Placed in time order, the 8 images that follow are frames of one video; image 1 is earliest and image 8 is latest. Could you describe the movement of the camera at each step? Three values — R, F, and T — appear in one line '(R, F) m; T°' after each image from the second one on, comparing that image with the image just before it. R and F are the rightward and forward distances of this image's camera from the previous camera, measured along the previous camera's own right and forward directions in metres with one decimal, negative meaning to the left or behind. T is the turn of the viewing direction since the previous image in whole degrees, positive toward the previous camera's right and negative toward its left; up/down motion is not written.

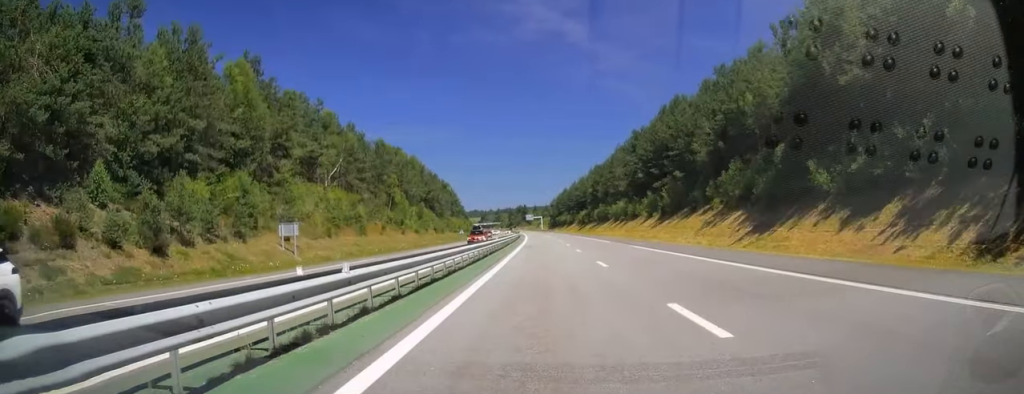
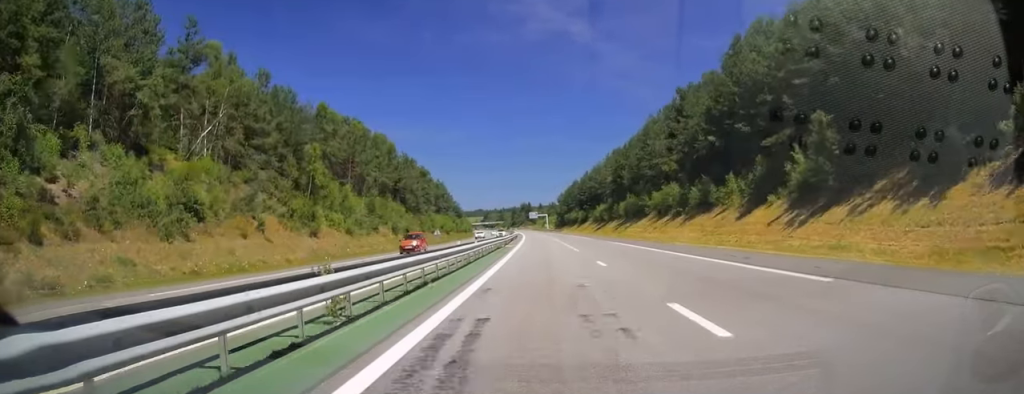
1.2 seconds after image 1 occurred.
(0.0, +39.2) m; 0°
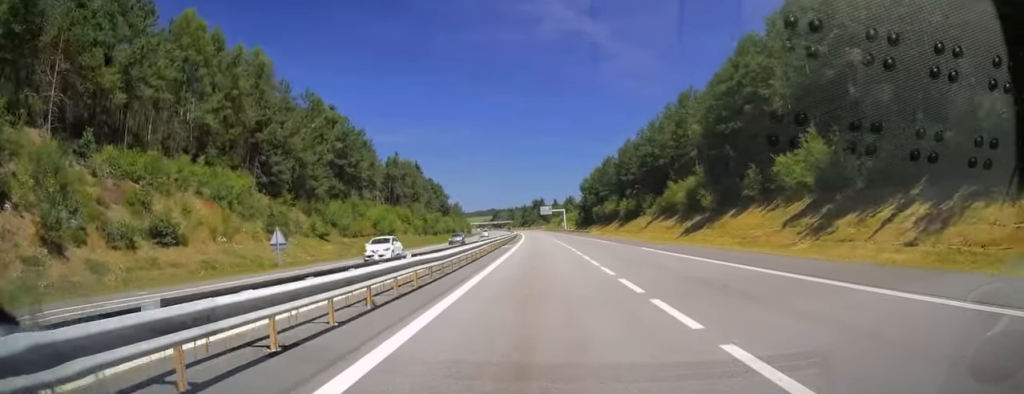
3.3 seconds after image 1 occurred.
(-0.1, +68.5) m; -1°
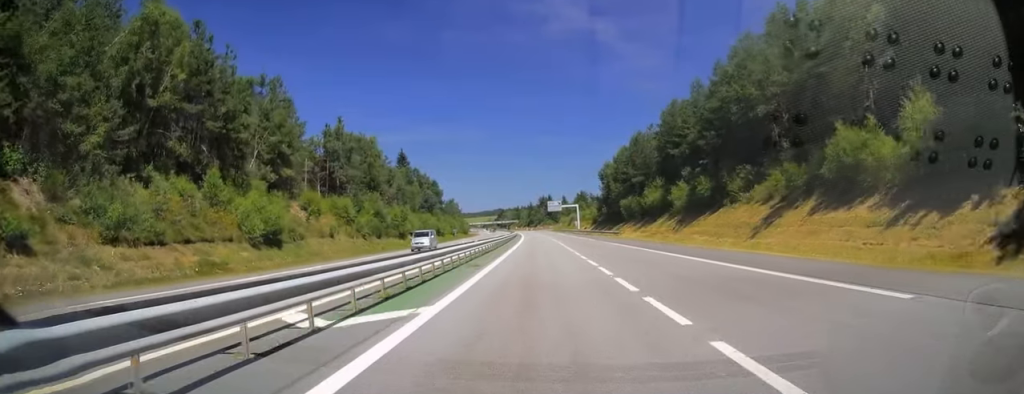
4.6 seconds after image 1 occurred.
(-0.8, +38.6) m; -1°
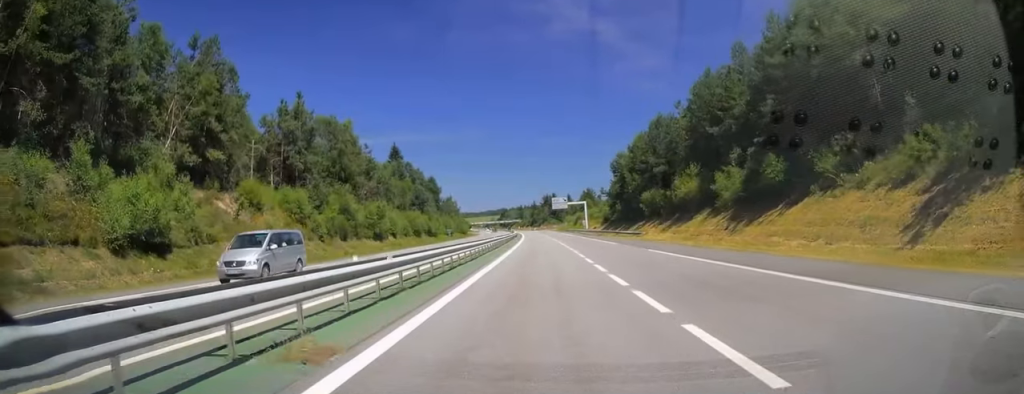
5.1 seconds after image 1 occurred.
(+0.1, +16.1) m; 0°
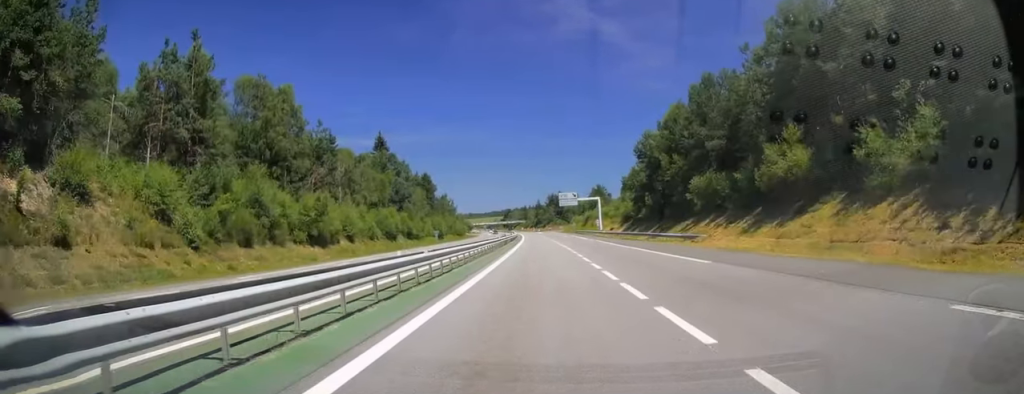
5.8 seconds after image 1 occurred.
(+0.2, +24.1) m; 0°
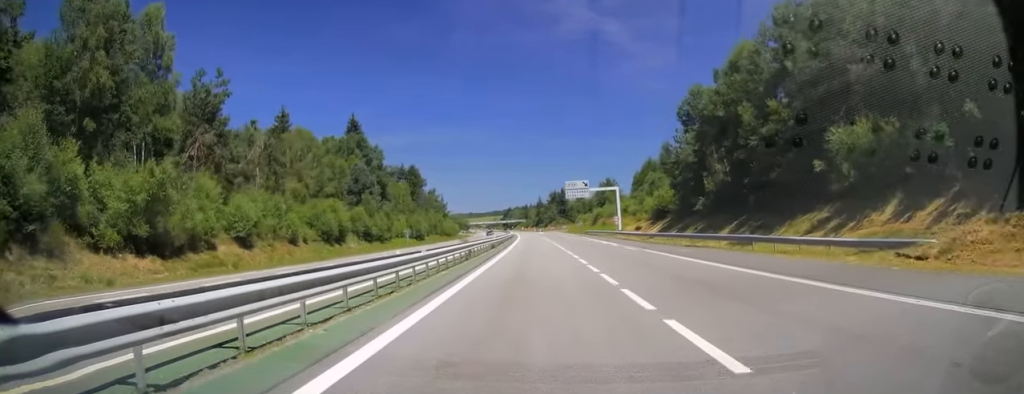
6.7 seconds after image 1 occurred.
(-0.4, +27.3) m; 0°
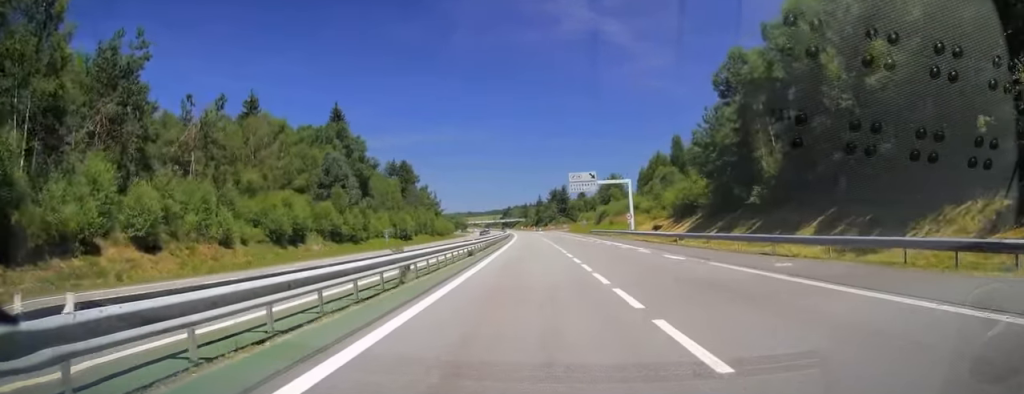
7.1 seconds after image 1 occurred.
(+0.2, +12.8) m; 0°
